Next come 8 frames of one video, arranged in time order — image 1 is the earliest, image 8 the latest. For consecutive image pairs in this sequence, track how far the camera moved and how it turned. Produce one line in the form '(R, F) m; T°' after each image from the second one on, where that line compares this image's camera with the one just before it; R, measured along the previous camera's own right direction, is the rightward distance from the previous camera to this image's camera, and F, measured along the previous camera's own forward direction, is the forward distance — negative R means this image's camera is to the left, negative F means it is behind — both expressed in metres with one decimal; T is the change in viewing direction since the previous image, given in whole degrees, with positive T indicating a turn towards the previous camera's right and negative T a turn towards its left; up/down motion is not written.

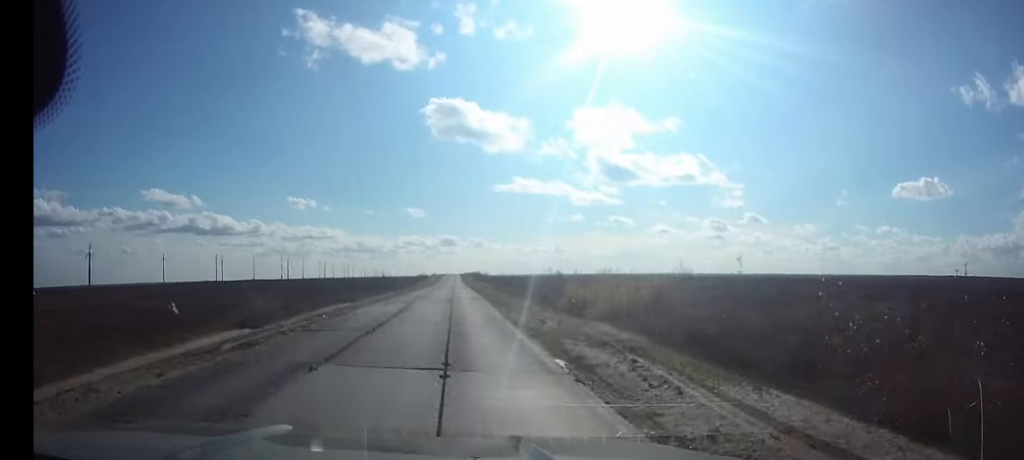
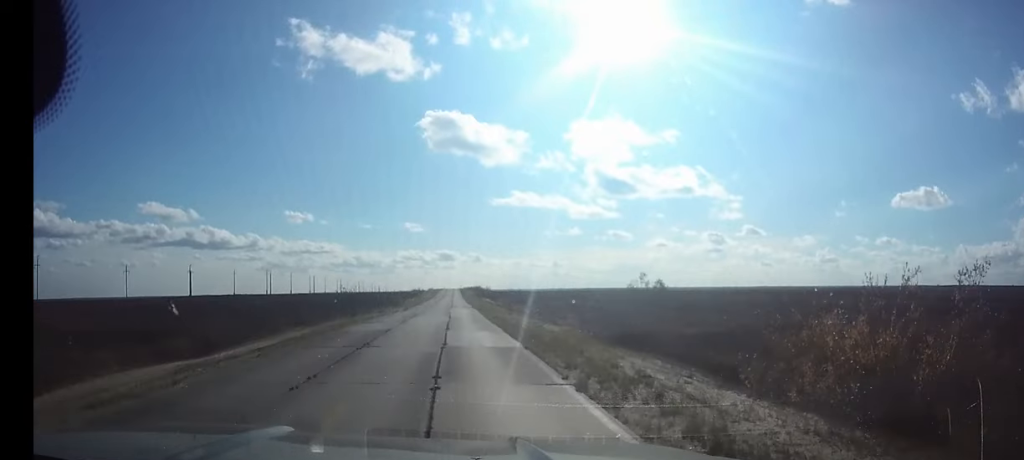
(0.0, +23.3) m; 0°
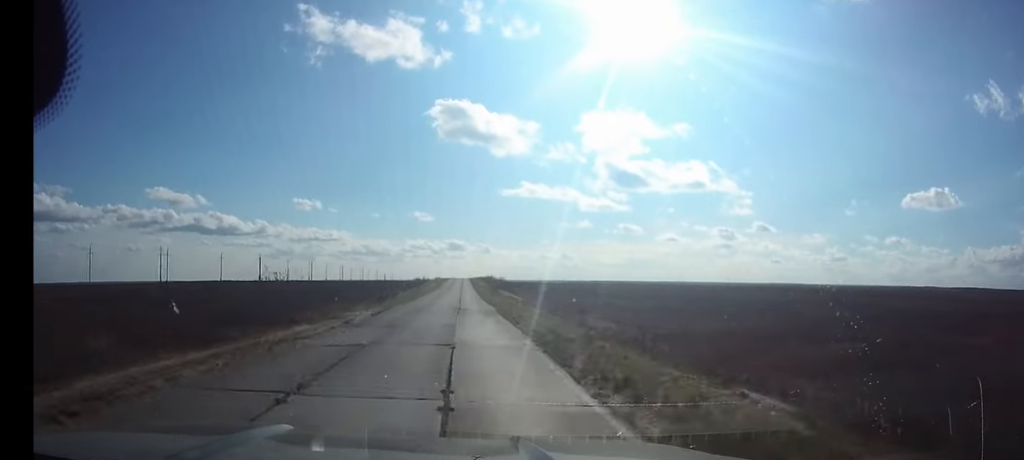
(0.0, +24.8) m; 0°
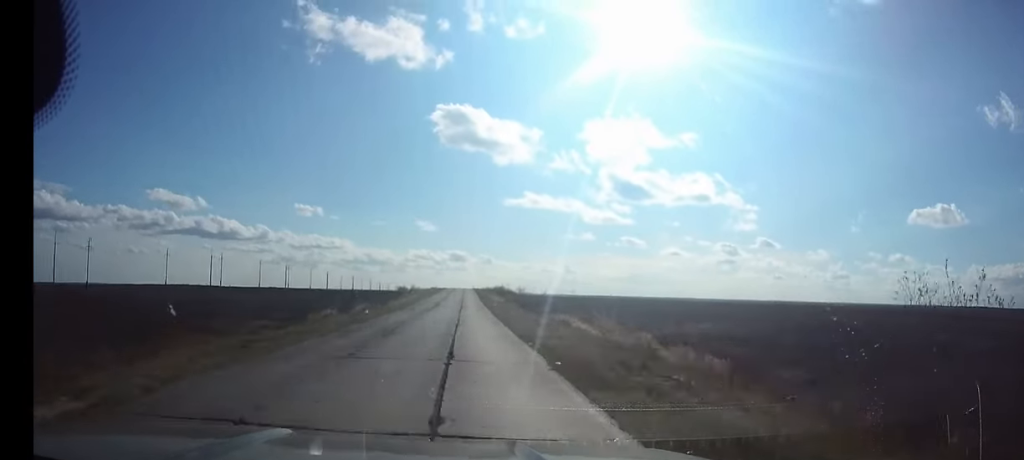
(0.0, +49.0) m; 0°
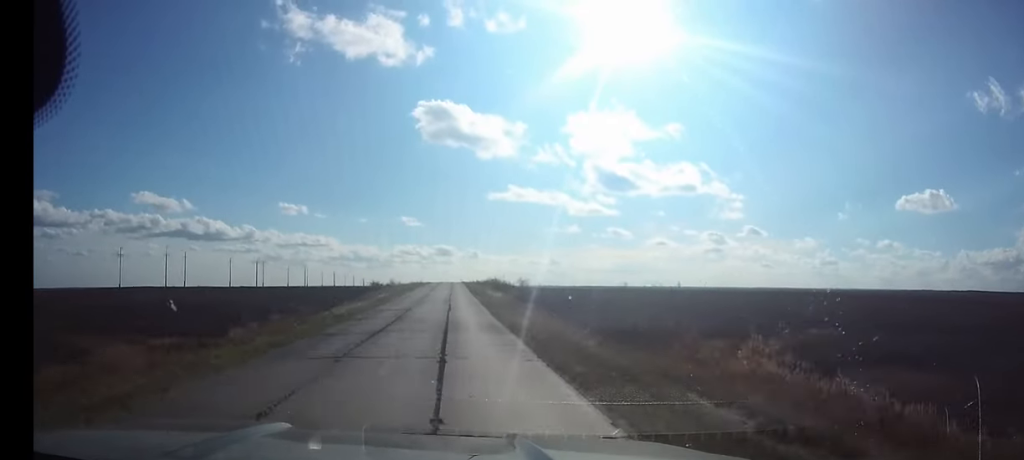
(0.0, +23.0) m; 0°
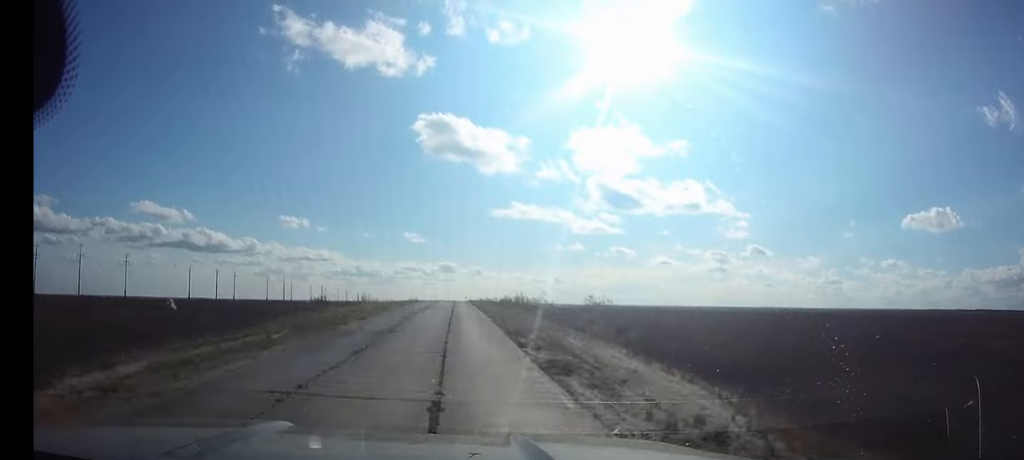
(0.0, +45.5) m; 0°
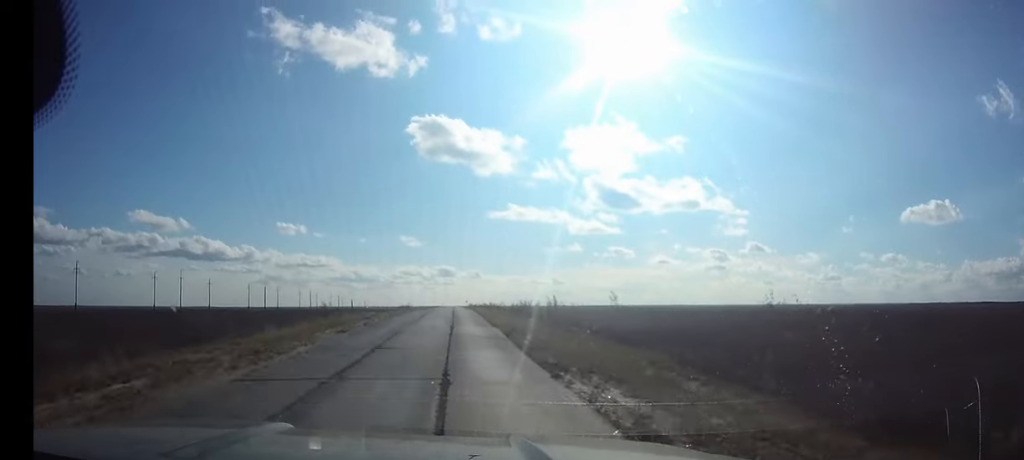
(0.0, +27.3) m; 0°
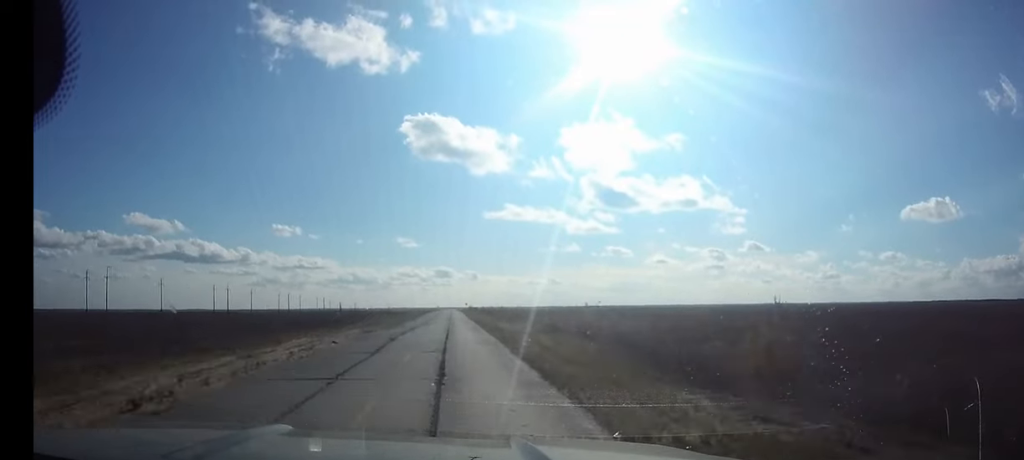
(0.0, +39.3) m; 0°
